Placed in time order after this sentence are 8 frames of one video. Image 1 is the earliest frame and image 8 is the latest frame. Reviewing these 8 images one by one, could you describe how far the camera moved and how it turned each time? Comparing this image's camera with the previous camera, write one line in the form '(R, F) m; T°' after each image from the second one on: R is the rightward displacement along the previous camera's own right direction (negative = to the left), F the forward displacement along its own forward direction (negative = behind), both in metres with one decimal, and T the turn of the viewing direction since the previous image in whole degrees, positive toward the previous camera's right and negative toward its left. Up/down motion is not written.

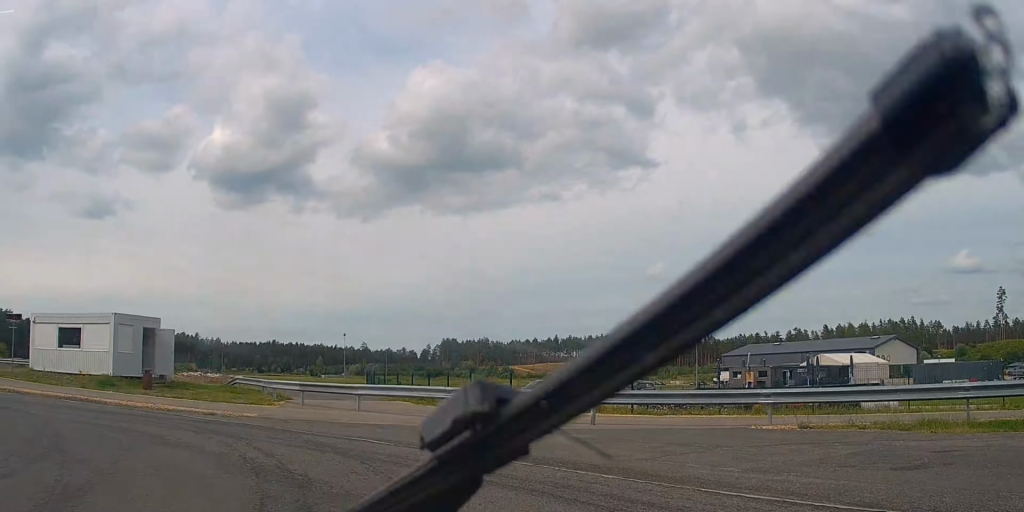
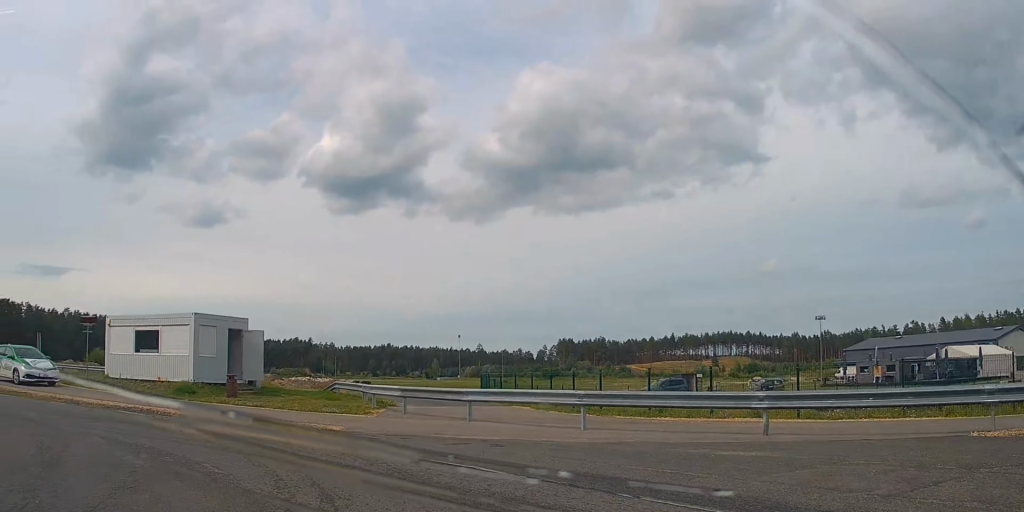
(-0.4, +4.5) m; -12°
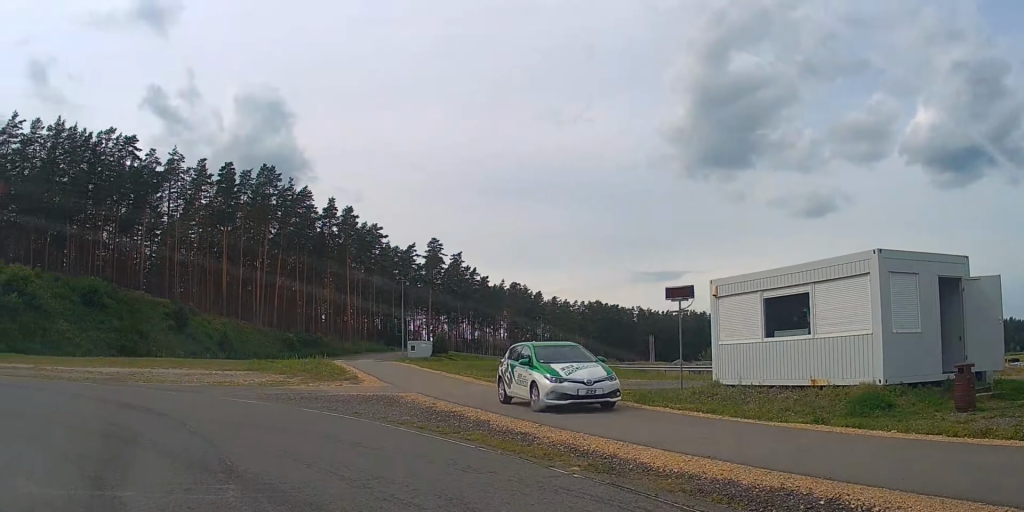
(-8.9, +19.7) m; -42°
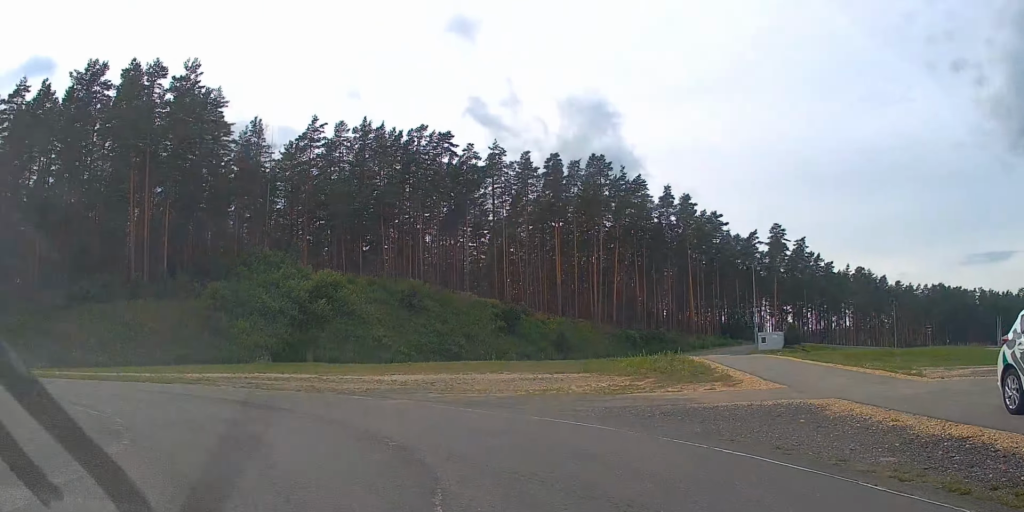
(-1.7, +14.1) m; -13°
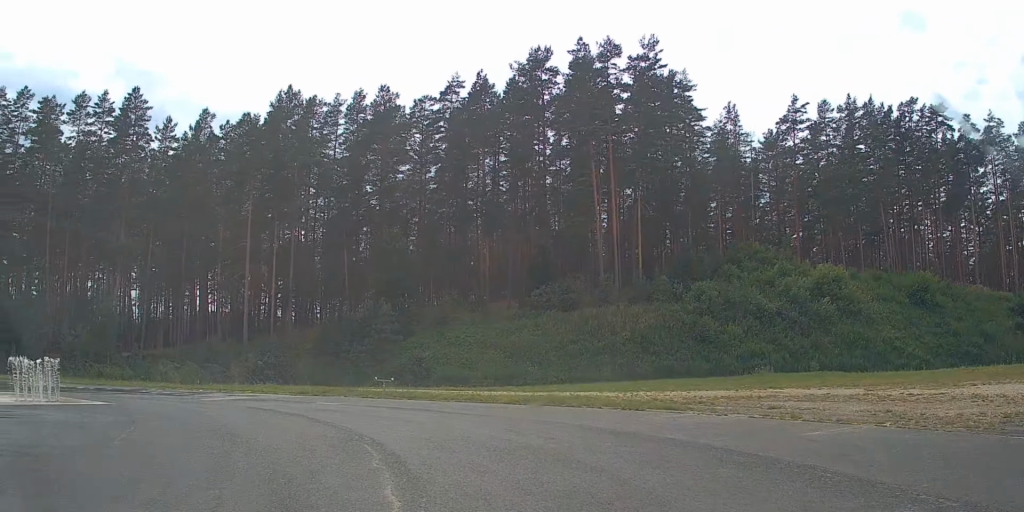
(-4.9, +21.6) m; -30°
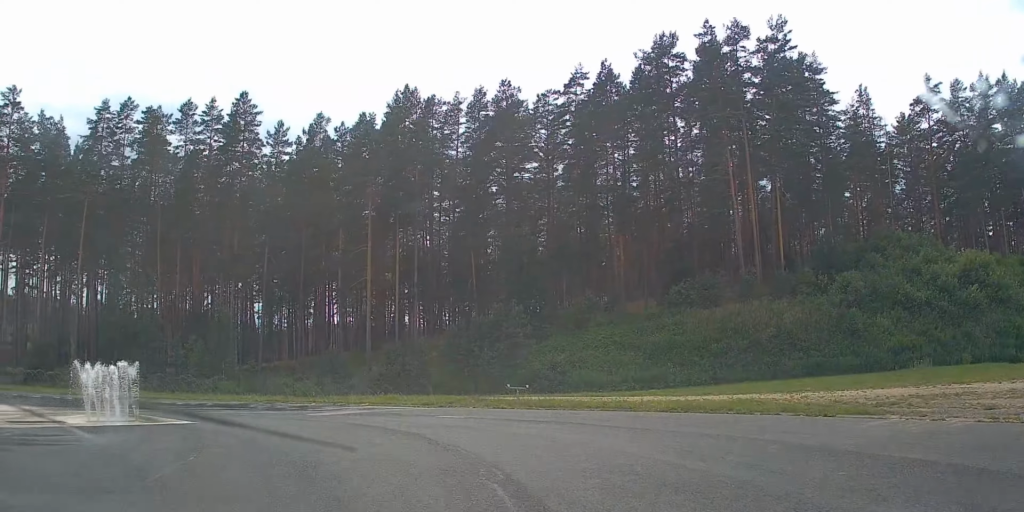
(-0.4, +6.9) m; -11°
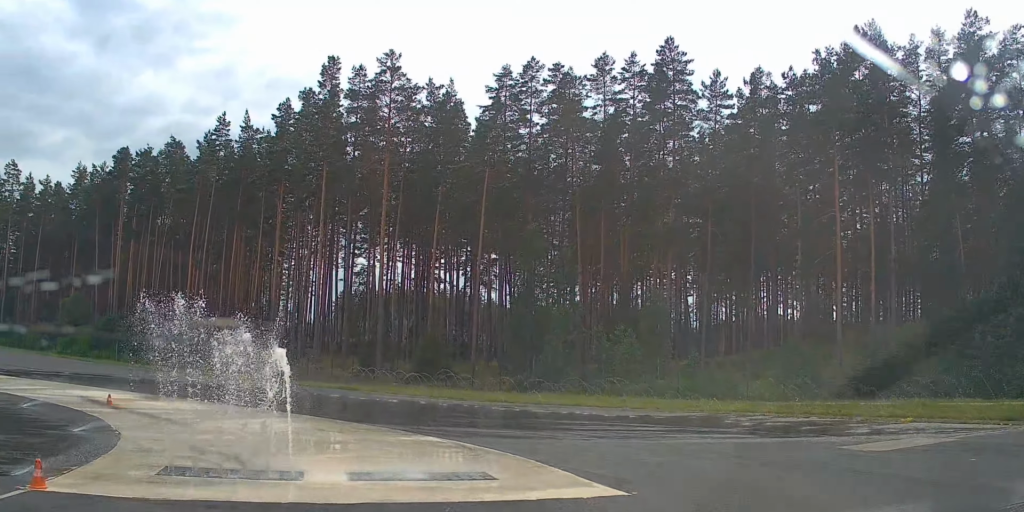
(-8.4, +22.9) m; -37°
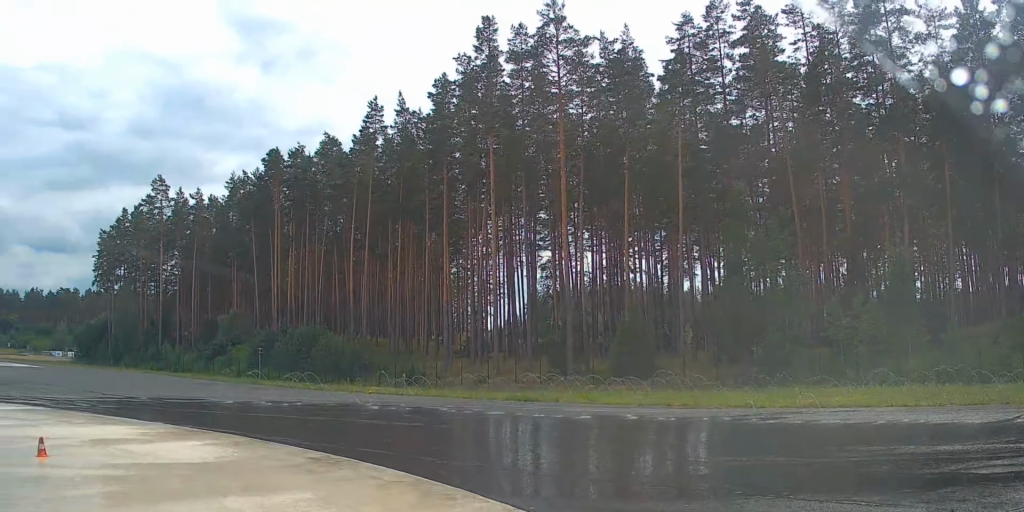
(-4.2, +19.3) m; -22°
